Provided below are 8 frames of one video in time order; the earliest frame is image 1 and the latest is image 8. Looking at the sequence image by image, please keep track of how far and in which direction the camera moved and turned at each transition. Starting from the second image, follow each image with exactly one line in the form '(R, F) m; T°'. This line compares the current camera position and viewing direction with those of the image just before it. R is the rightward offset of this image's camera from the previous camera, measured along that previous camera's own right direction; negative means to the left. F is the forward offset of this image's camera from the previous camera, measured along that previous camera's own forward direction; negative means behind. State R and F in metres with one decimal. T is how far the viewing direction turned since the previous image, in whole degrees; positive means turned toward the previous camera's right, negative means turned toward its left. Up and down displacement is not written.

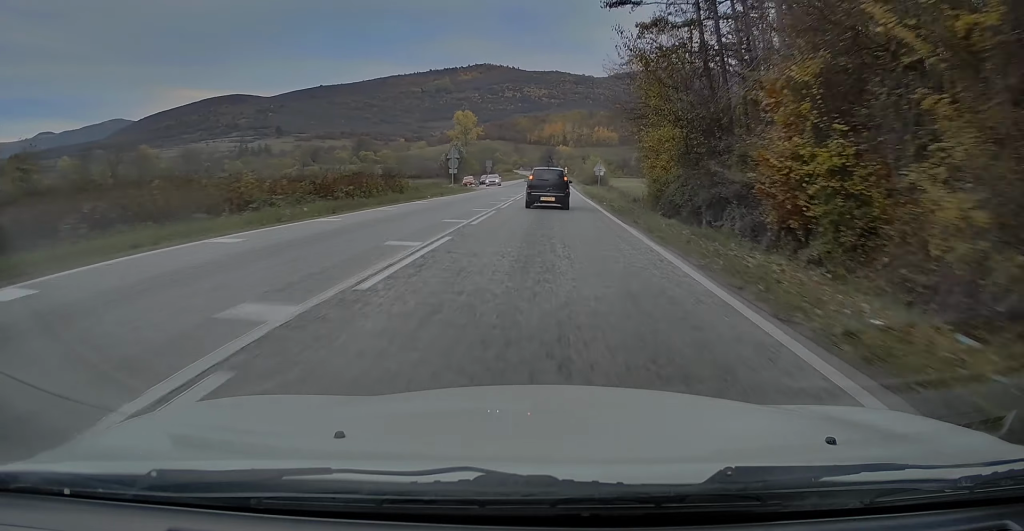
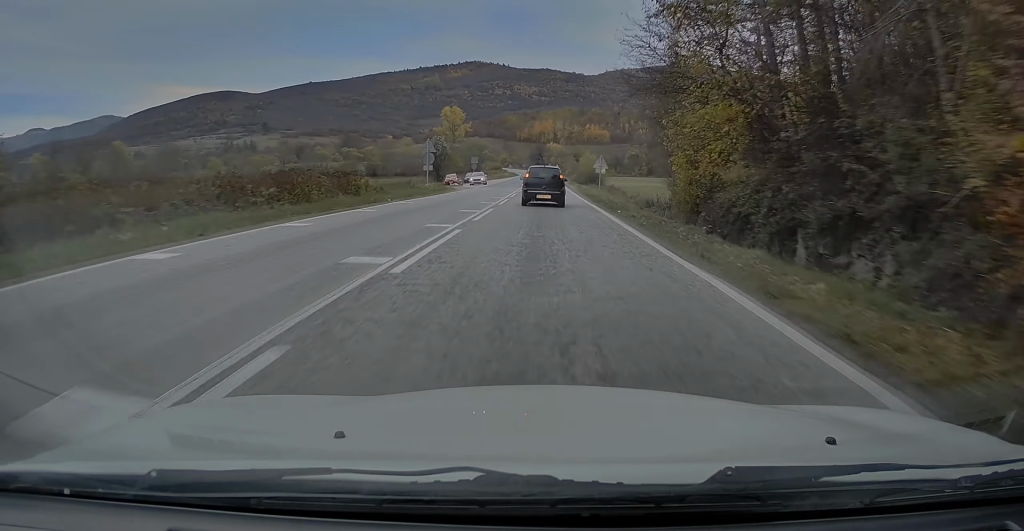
(+0.2, +8.1) m; +1°
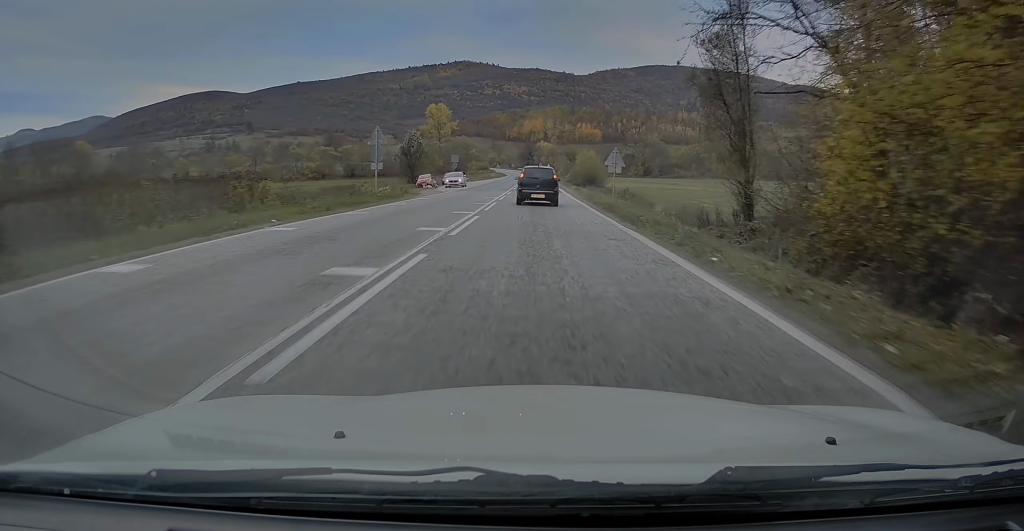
(+0.2, +12.8) m; +1°
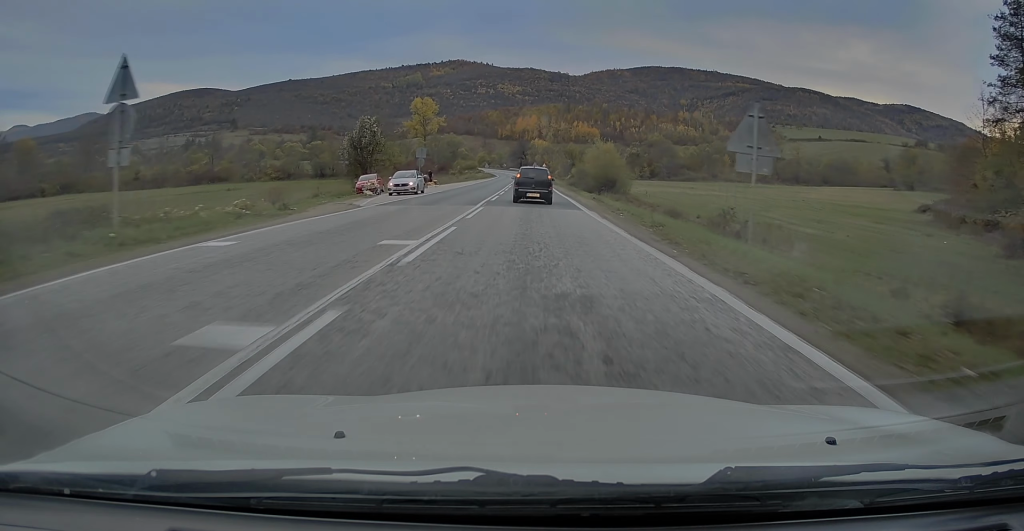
(+0.2, +22.1) m; 0°
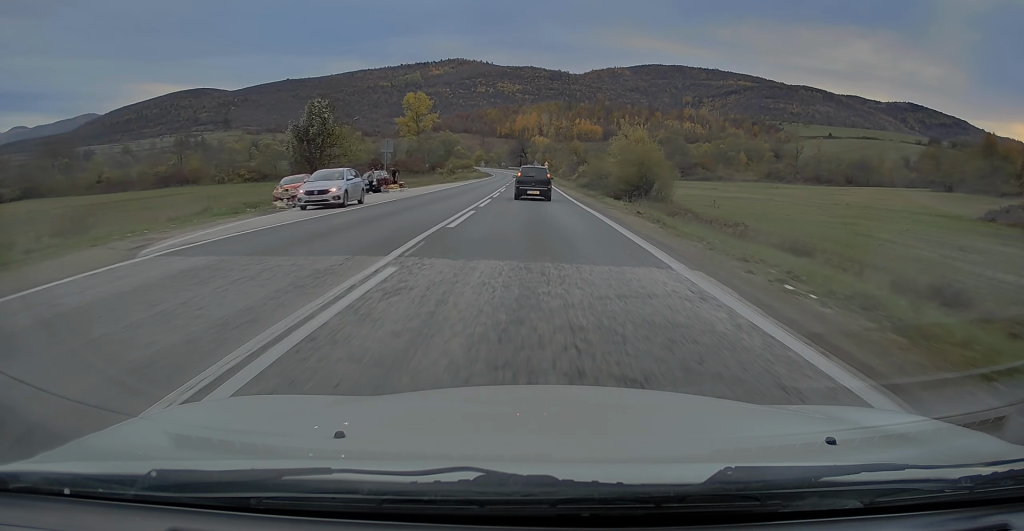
(-0.2, +15.7) m; -1°
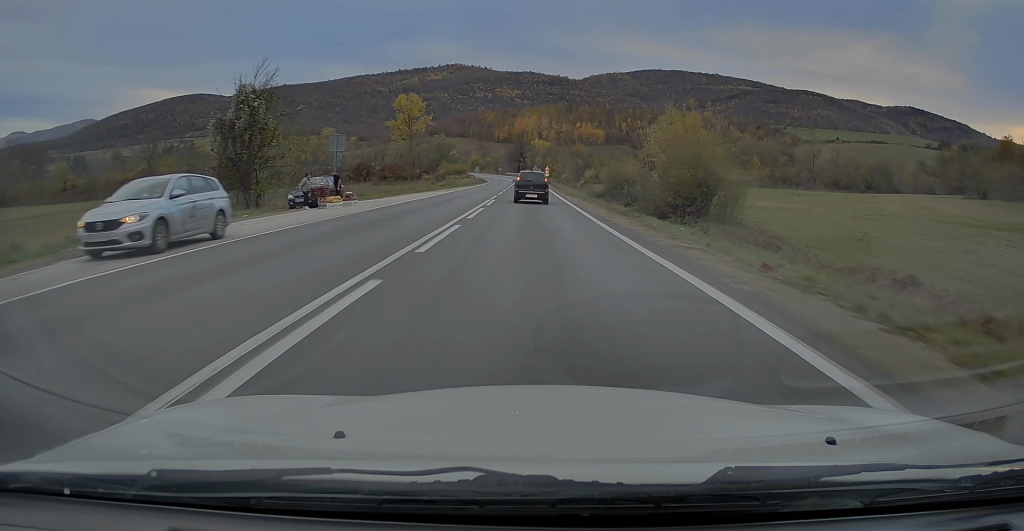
(-0.1, +12.8) m; -1°
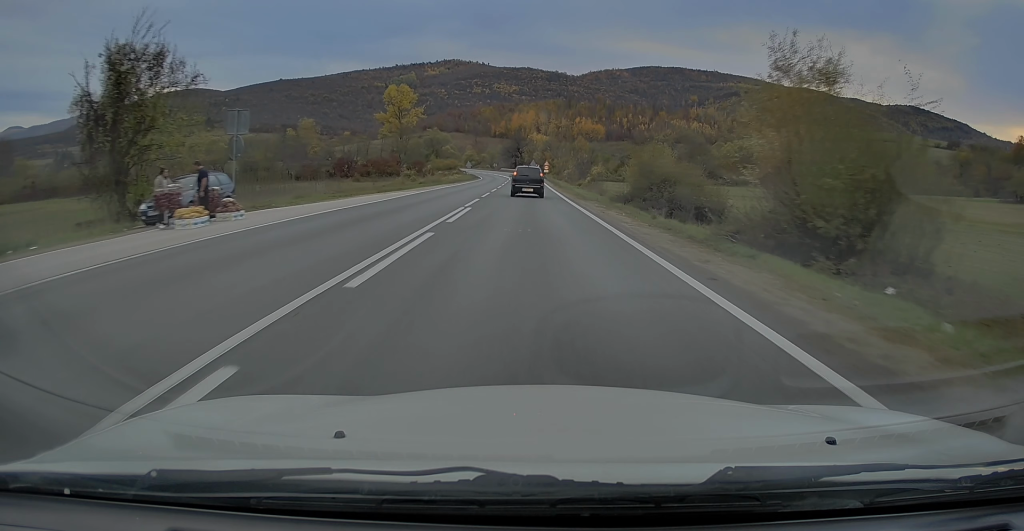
(0.0, +12.9) m; 0°
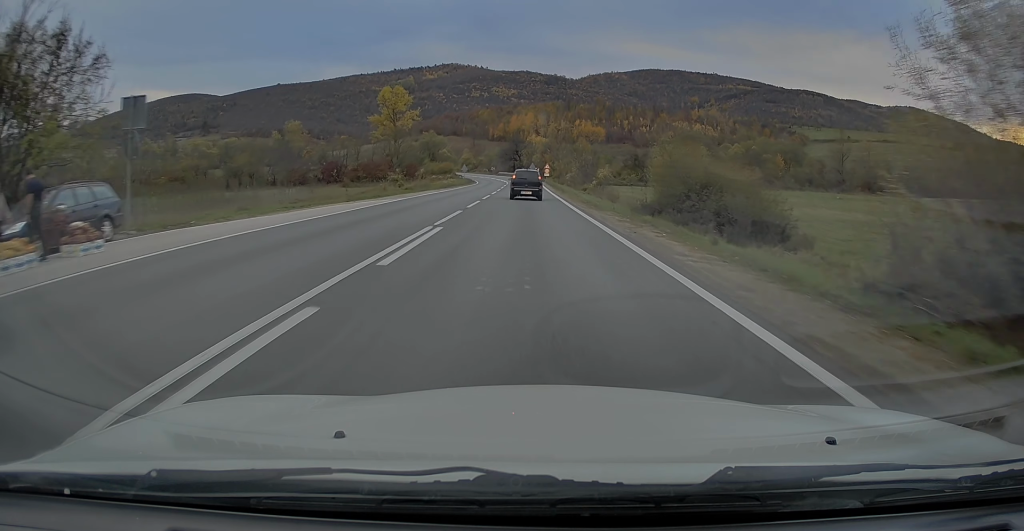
(0.0, +7.0) m; 0°
